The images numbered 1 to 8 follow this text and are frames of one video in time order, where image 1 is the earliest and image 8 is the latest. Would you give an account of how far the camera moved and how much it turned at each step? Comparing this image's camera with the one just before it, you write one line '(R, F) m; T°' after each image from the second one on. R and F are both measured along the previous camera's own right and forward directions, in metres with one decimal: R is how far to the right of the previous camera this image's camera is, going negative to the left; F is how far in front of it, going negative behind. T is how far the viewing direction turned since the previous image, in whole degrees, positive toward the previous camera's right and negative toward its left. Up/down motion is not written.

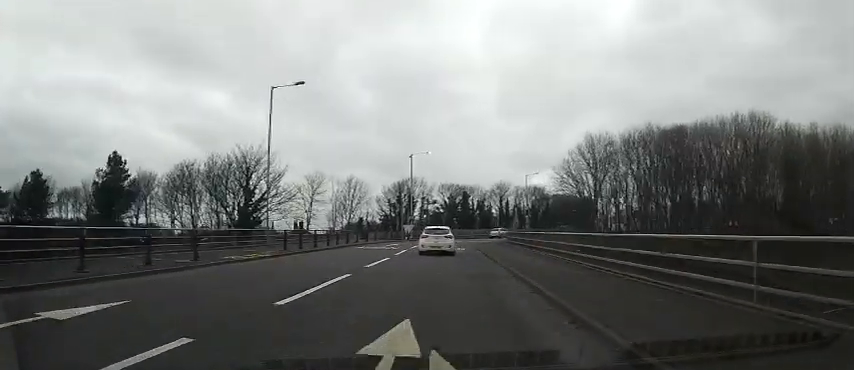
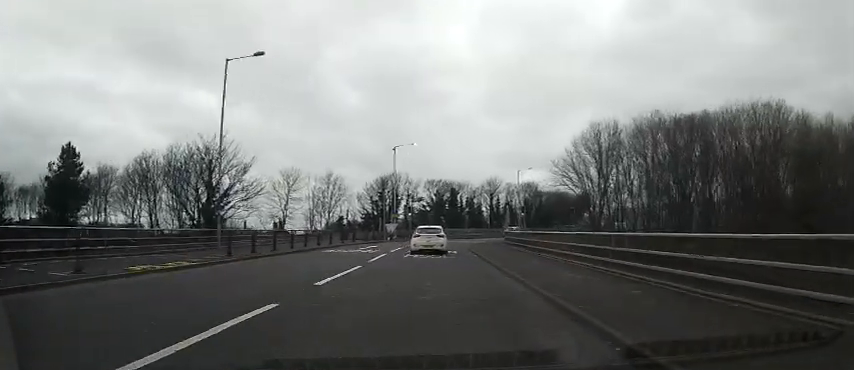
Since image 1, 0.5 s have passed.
(+0.1, +5.9) m; +3°
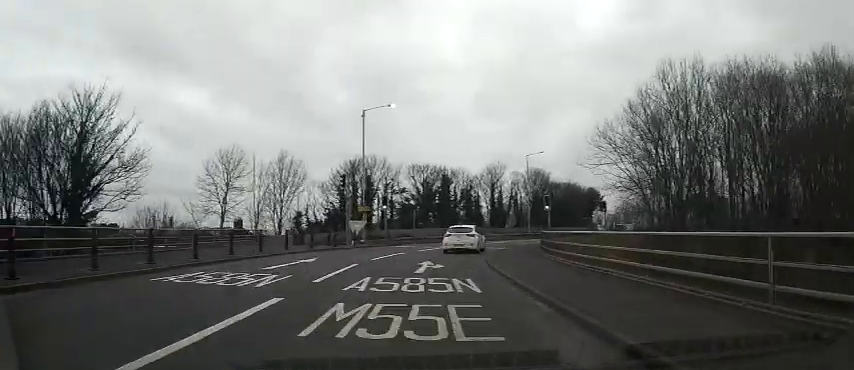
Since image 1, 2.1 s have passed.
(+0.6, +17.1) m; +3°
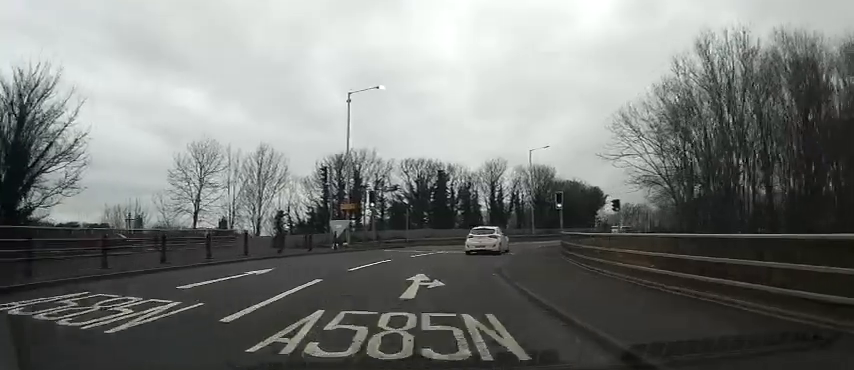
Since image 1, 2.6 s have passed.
(0.0, +5.3) m; +1°
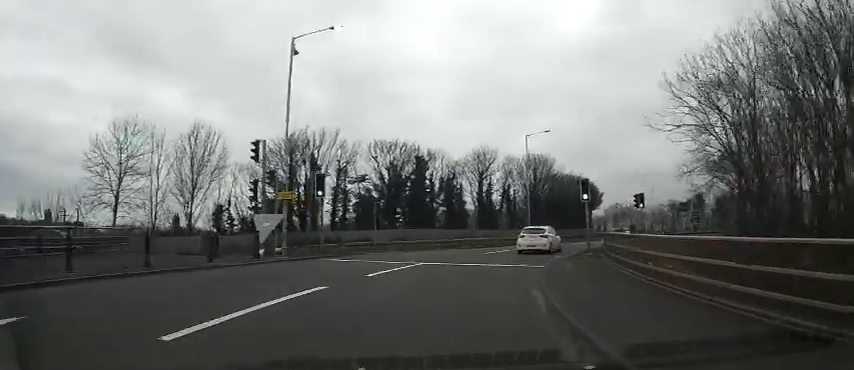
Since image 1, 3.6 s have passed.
(+0.1, +10.5) m; +3°
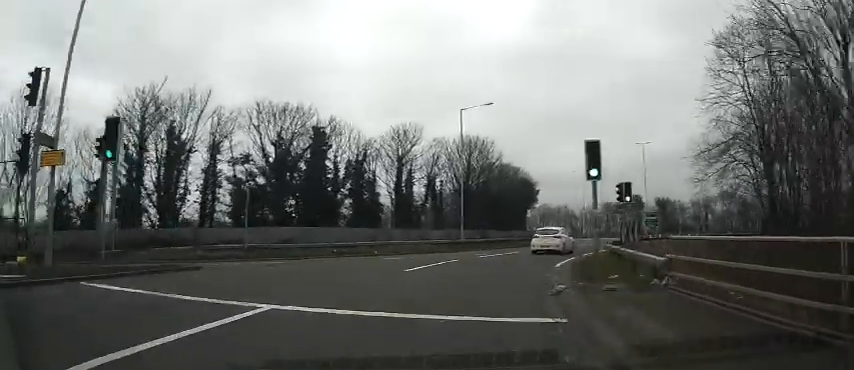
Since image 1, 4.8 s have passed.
(+0.6, +11.4) m; +7°
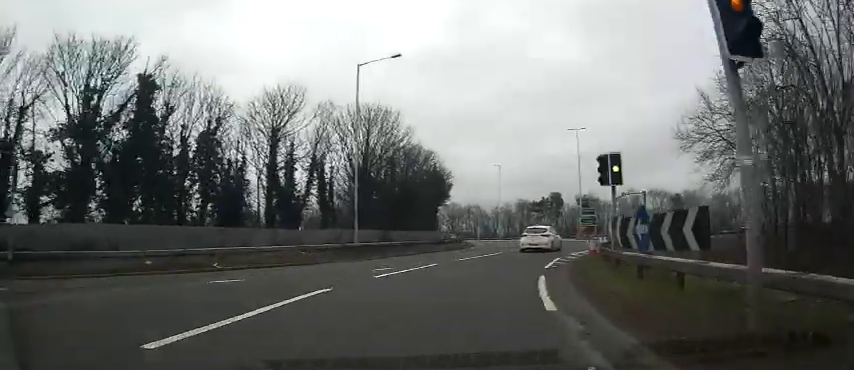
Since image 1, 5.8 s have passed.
(+0.8, +10.4) m; +10°
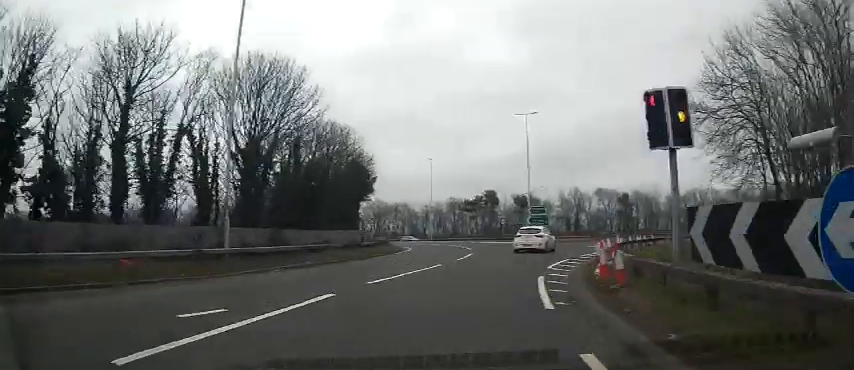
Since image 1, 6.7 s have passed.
(+0.6, +8.8) m; +10°
